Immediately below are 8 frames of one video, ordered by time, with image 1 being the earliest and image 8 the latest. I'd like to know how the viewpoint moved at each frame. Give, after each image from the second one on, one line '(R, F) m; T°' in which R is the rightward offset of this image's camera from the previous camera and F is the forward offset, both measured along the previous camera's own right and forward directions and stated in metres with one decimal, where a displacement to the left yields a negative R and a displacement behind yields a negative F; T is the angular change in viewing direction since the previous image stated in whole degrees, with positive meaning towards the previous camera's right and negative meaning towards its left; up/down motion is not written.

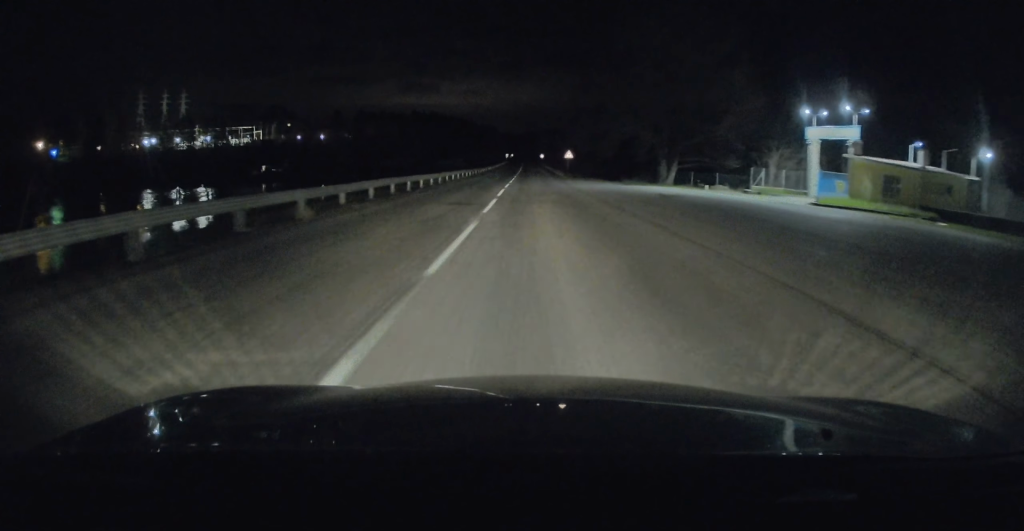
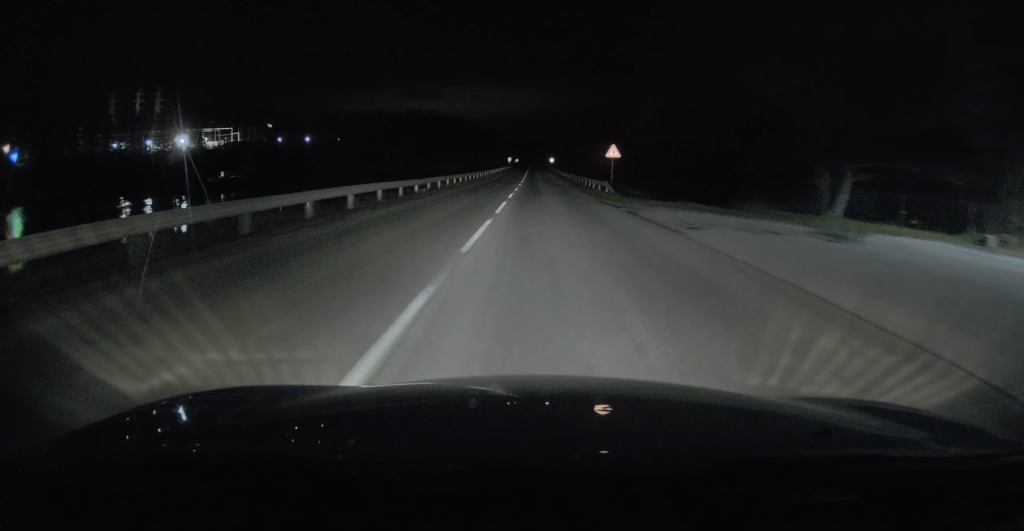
(+0.2, +35.0) m; 0°
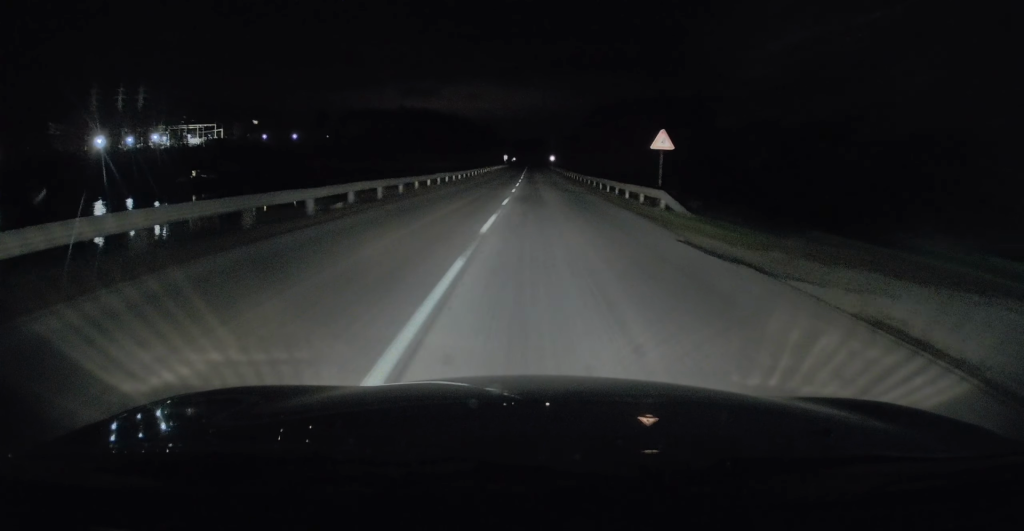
(-0.1, +15.4) m; 0°
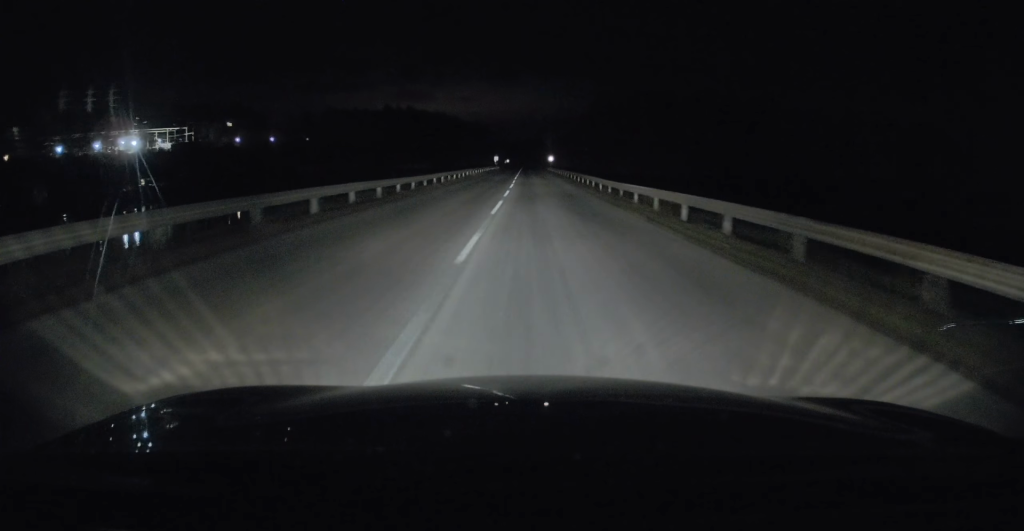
(+0.3, +22.3) m; 0°
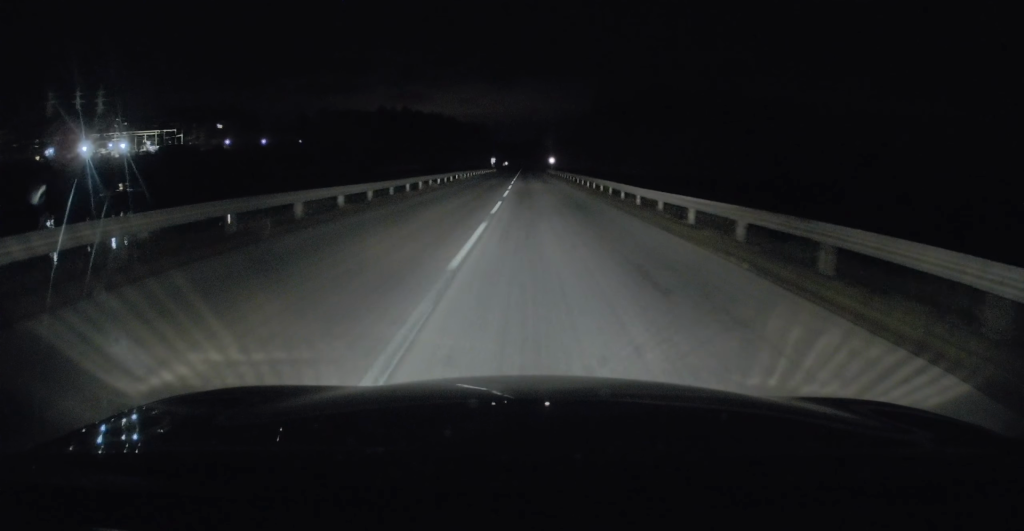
(-0.1, +8.7) m; 0°
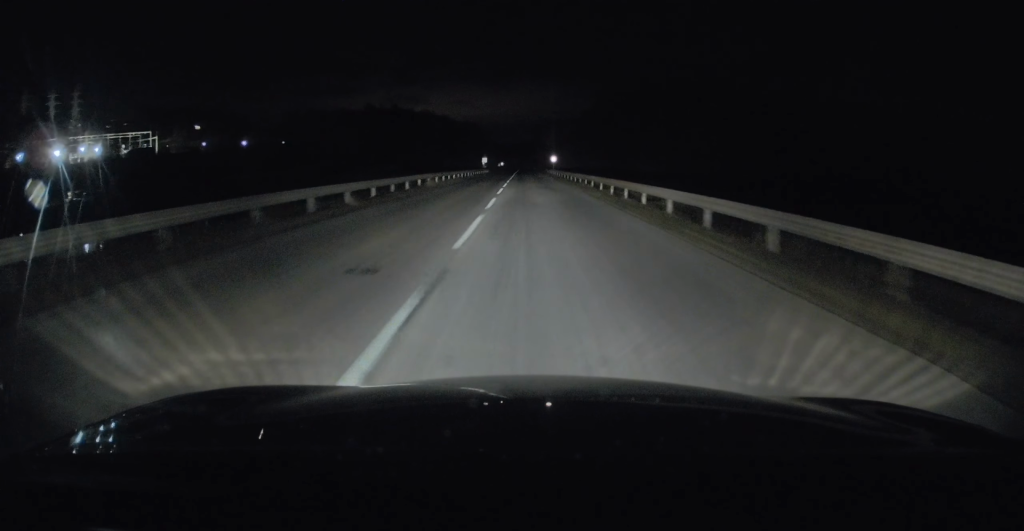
(0.0, +17.5) m; 0°
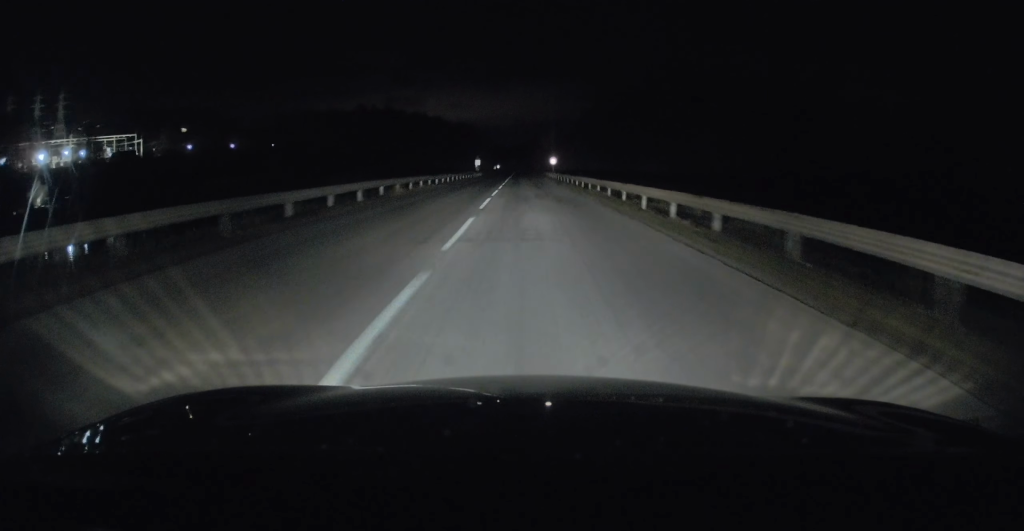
(+0.1, +8.8) m; 0°
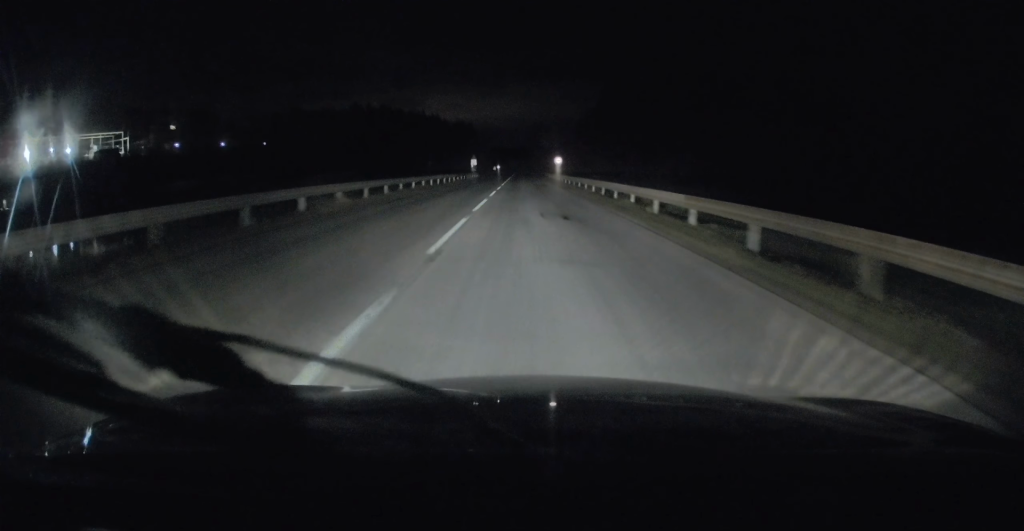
(-0.1, +10.1) m; 0°
